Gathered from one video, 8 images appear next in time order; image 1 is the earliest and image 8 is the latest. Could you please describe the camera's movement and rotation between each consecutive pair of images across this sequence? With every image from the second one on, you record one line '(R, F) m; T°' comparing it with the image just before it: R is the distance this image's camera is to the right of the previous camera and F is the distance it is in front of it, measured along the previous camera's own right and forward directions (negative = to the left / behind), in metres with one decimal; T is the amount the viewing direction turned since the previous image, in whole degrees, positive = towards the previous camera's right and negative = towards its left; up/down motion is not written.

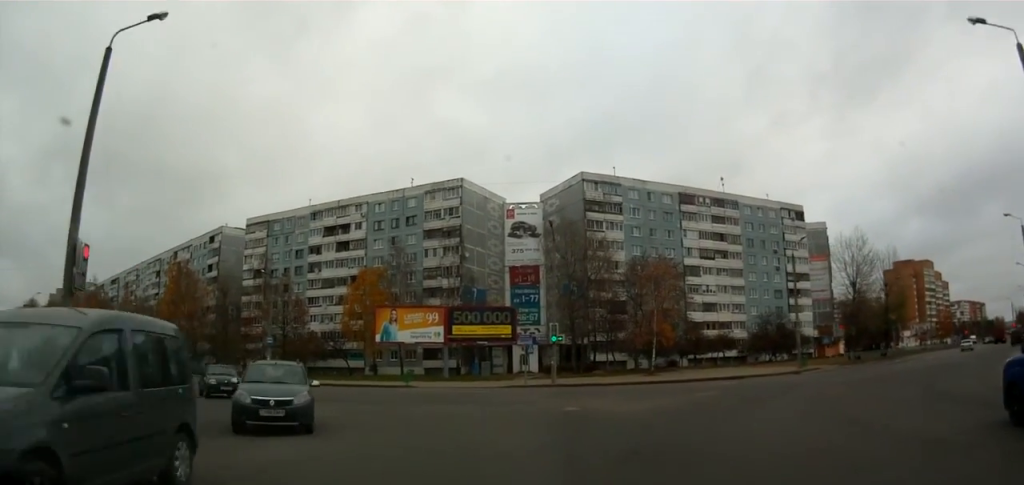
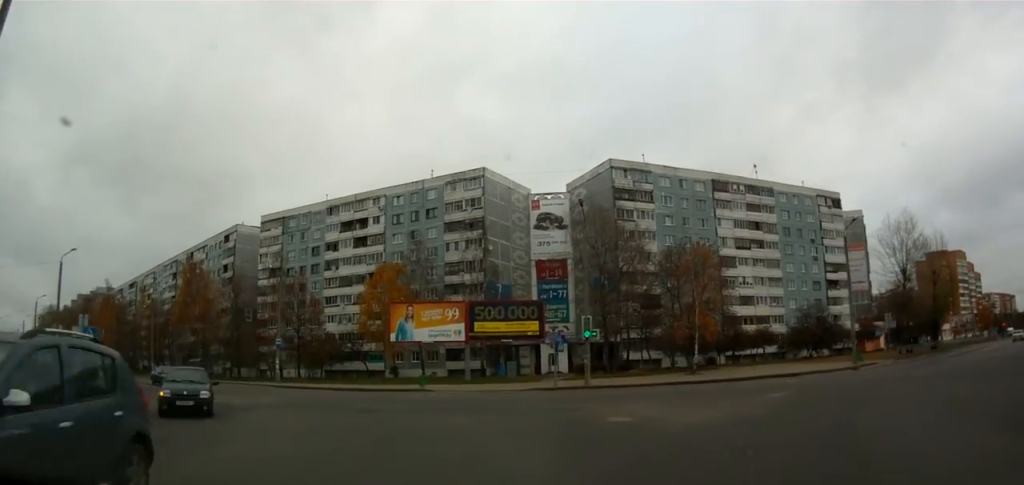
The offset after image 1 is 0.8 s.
(-0.4, +4.5) m; +1°
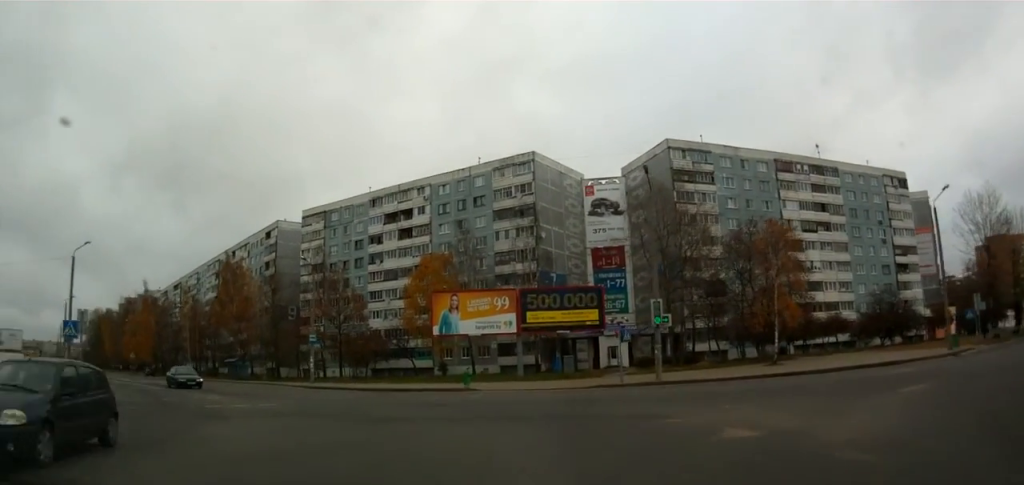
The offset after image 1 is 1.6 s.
(+0.5, +5.0) m; -2°
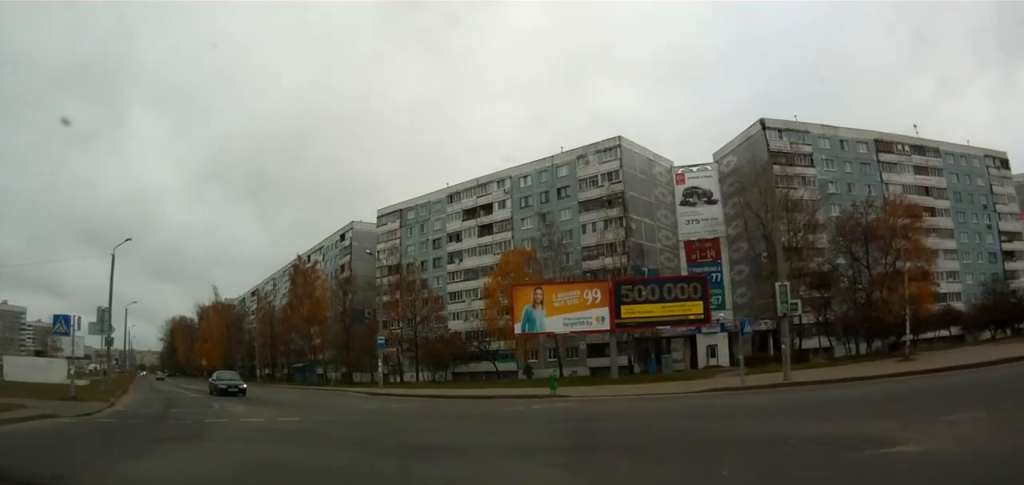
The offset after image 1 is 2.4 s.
(-0.5, +5.4) m; -5°
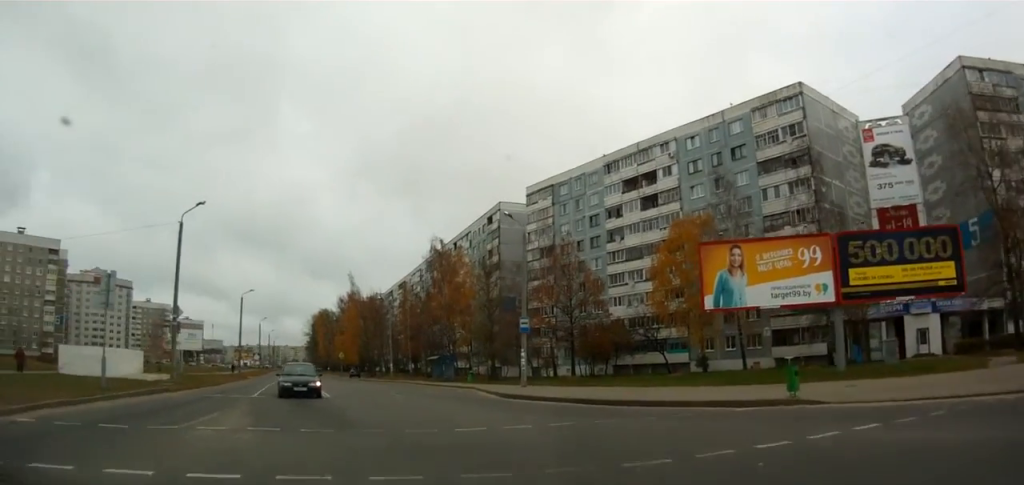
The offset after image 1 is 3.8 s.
(-0.5, +10.3) m; -7°
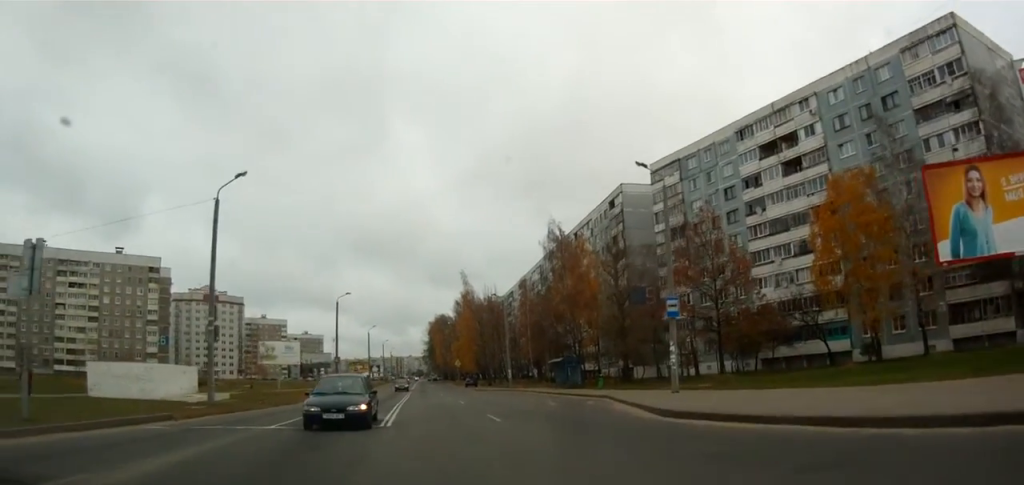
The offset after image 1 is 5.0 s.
(-0.9, +9.4) m; -13°
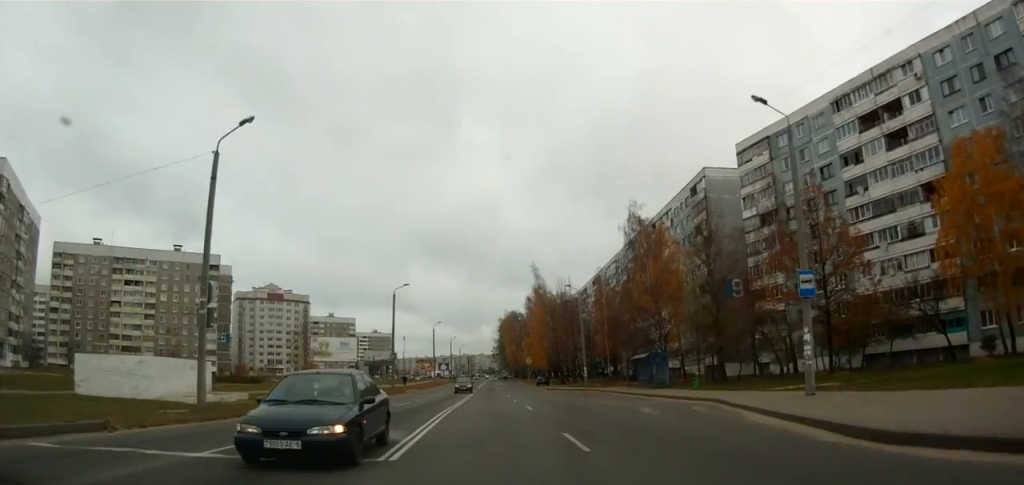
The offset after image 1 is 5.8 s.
(-0.6, +7.3) m; -10°
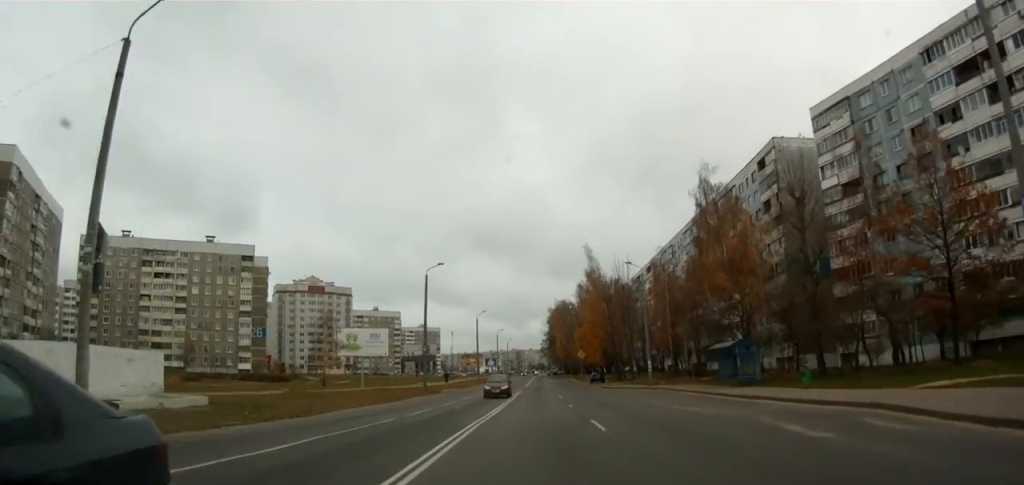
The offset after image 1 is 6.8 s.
(-0.8, +8.9) m; -8°
